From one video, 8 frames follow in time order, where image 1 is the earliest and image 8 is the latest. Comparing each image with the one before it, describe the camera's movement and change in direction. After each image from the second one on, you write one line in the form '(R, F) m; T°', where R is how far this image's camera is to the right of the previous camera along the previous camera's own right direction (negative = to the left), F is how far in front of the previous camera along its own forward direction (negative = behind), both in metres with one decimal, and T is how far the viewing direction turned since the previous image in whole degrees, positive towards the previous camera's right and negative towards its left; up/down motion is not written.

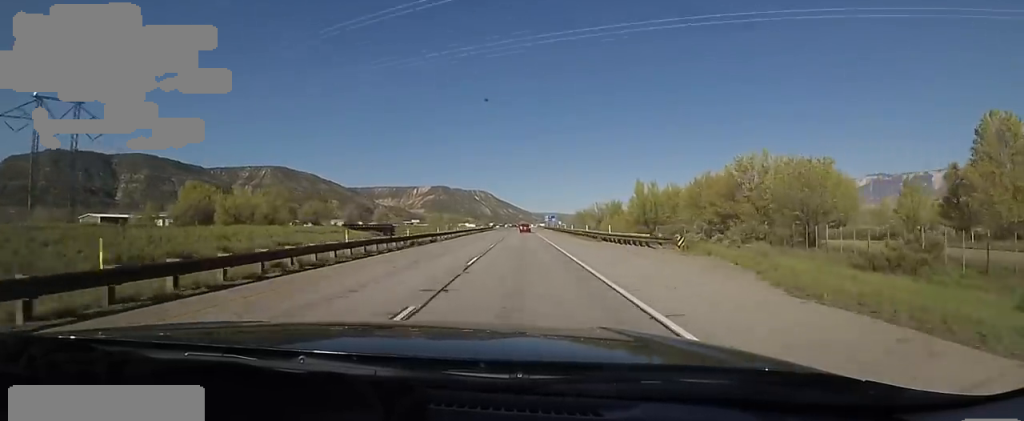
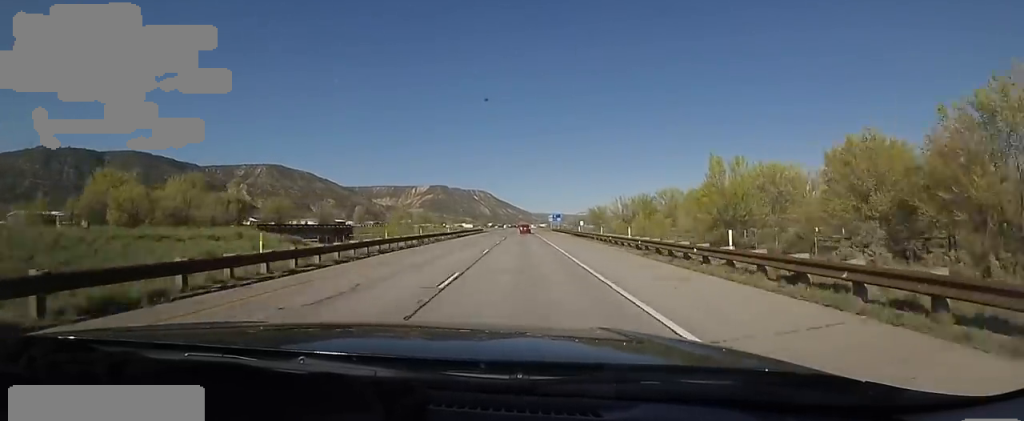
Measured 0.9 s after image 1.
(0.0, +30.1) m; +1°
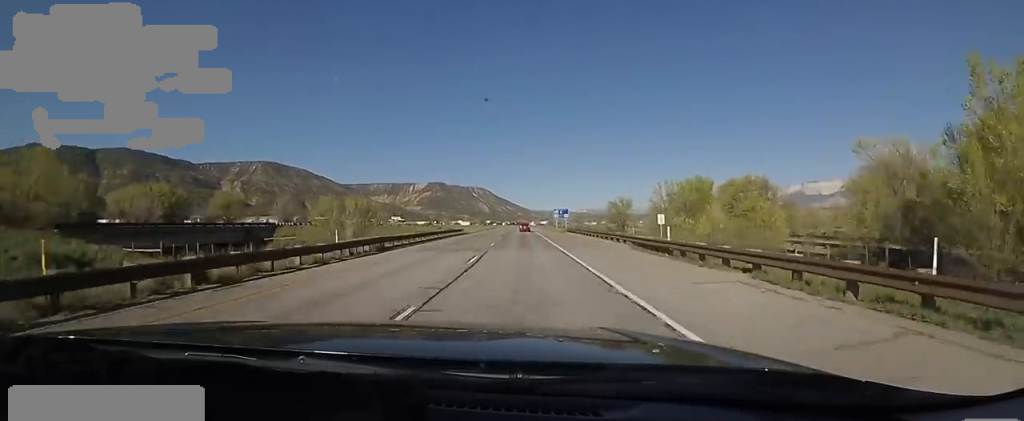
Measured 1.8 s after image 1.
(+0.6, +30.8) m; 0°
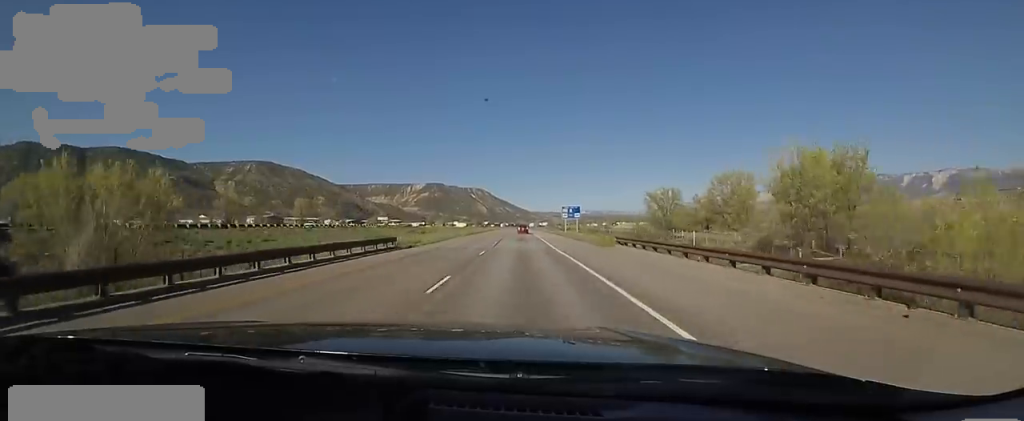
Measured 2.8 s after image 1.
(-0.7, +30.8) m; -1°
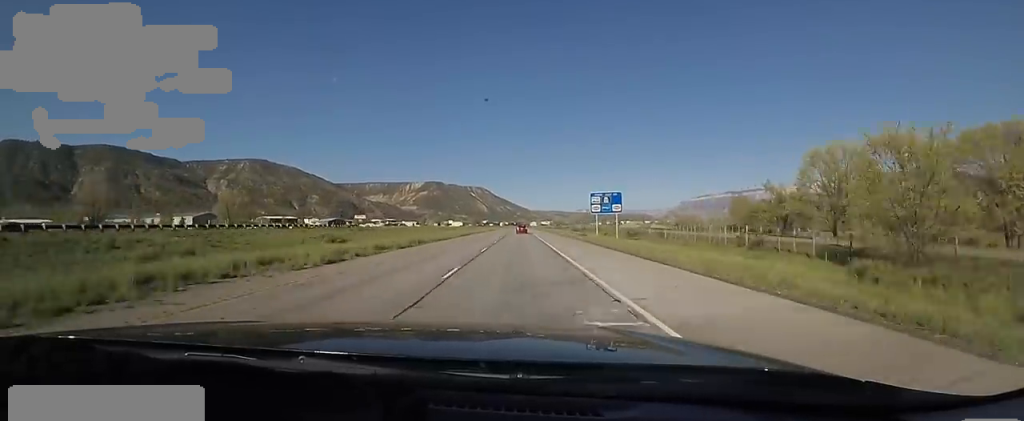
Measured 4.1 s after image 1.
(+0.2, +45.4) m; +3°
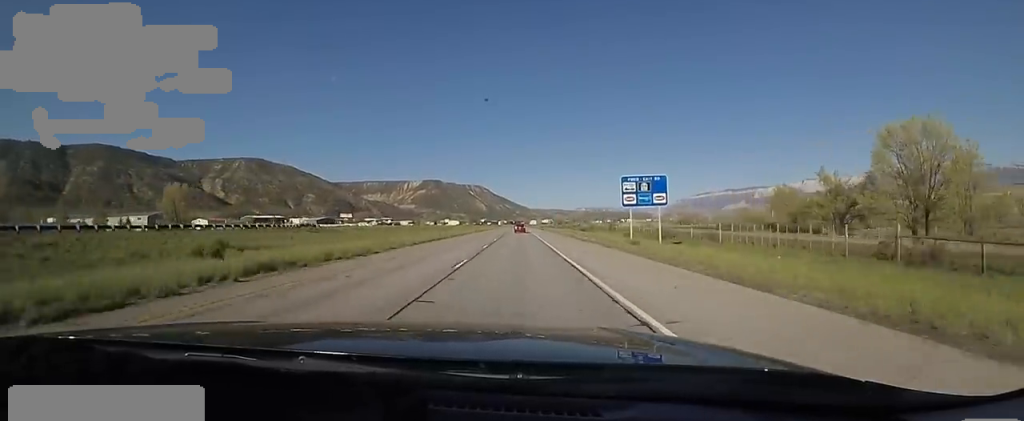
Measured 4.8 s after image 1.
(+0.9, +21.2) m; -1°
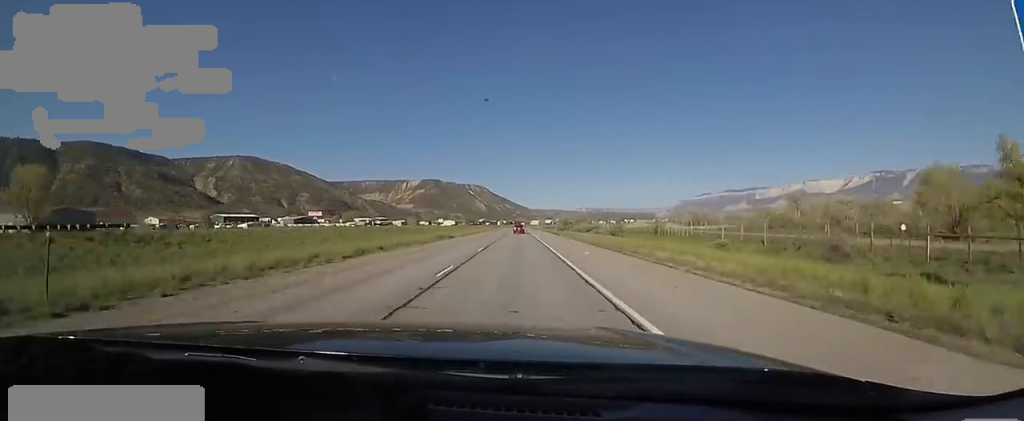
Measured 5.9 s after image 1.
(-1.2, +39.0) m; -2°
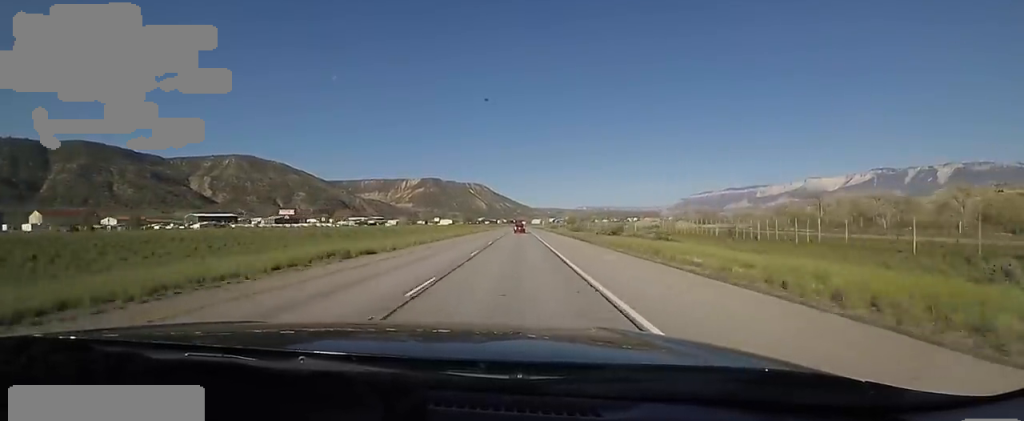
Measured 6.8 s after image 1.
(+0.1, +28.1) m; 0°
